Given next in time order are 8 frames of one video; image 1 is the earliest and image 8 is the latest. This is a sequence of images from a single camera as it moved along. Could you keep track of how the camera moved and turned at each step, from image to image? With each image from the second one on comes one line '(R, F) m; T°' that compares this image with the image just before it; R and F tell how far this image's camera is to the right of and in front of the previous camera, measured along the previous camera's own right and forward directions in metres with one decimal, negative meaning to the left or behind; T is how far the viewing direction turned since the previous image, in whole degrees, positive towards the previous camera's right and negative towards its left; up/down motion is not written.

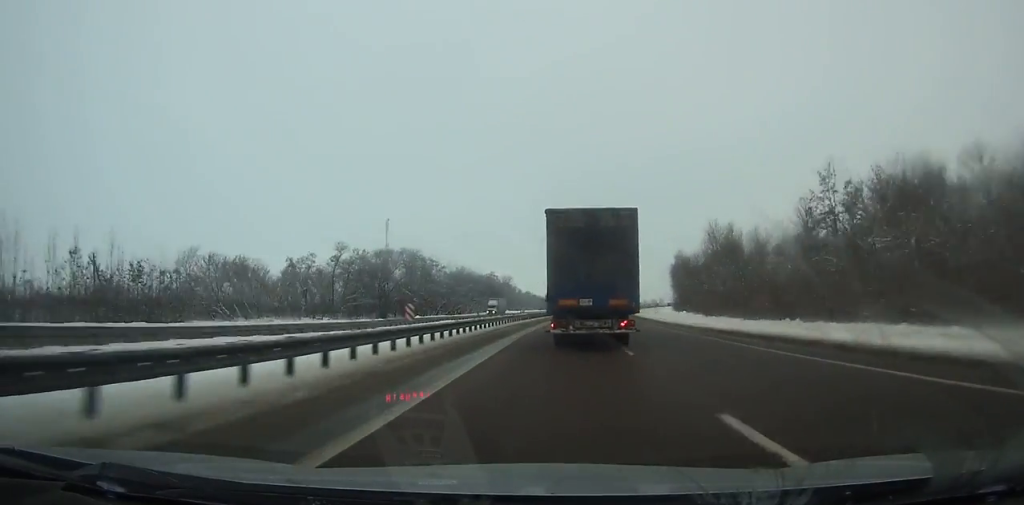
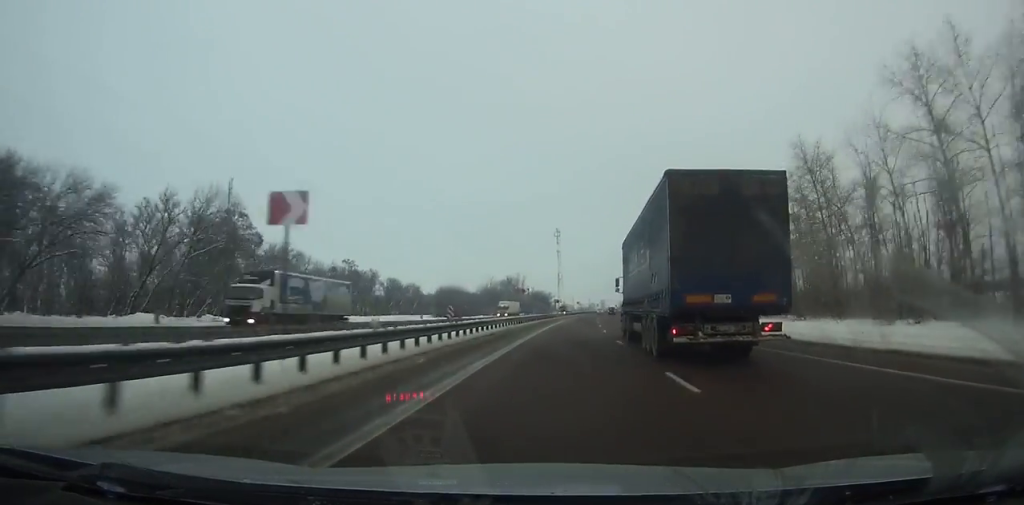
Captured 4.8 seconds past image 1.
(+8.1, +142.4) m; +7°
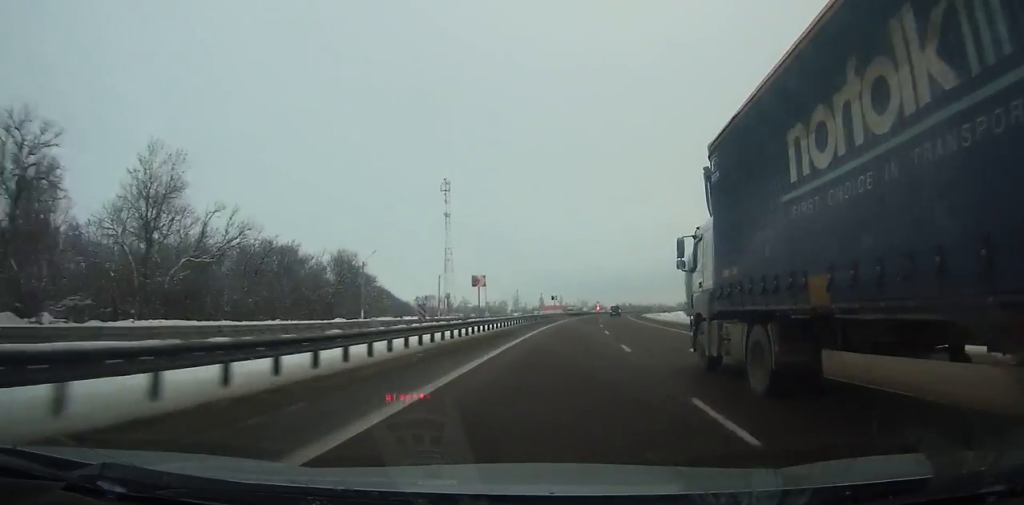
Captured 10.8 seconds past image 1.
(+13.9, +184.7) m; +9°
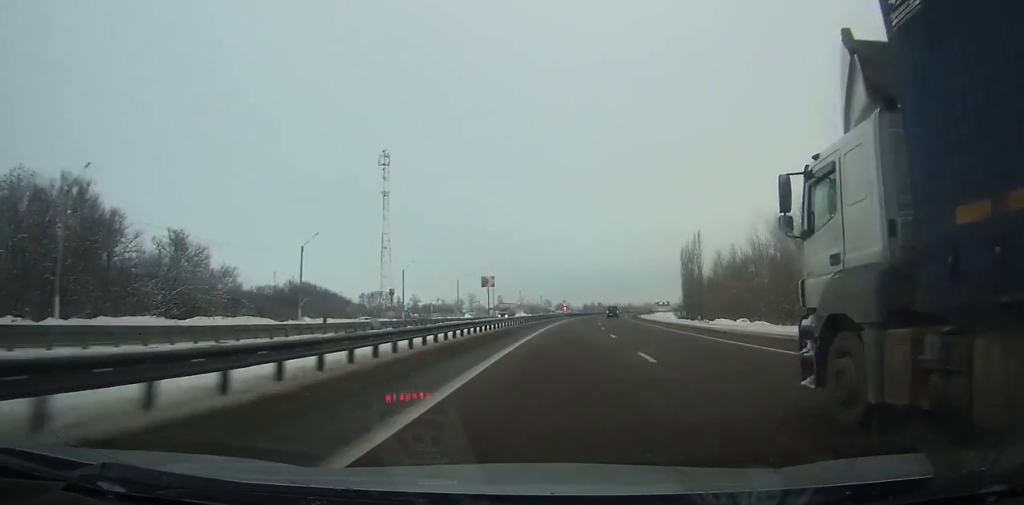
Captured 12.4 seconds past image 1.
(+1.6, +50.6) m; +3°
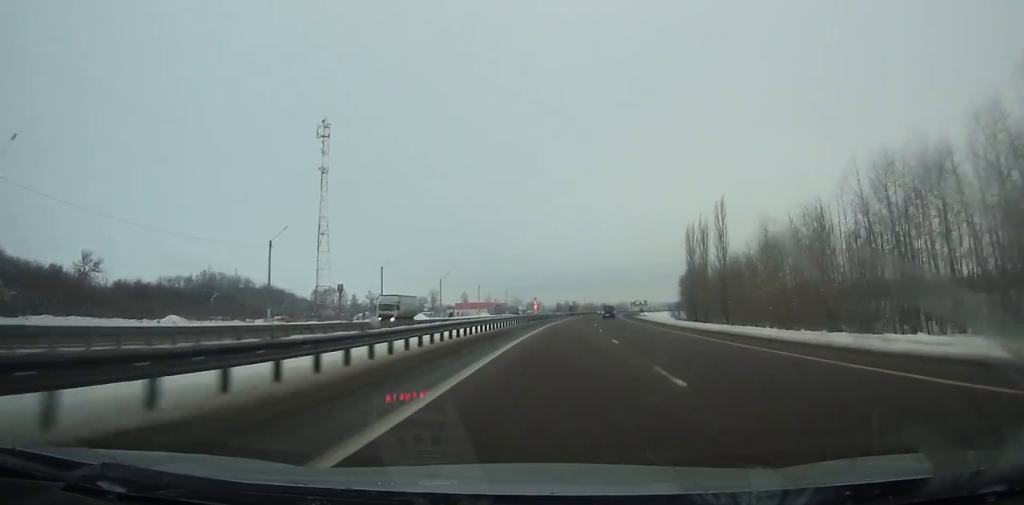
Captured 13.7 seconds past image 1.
(+0.7, +41.3) m; +2°
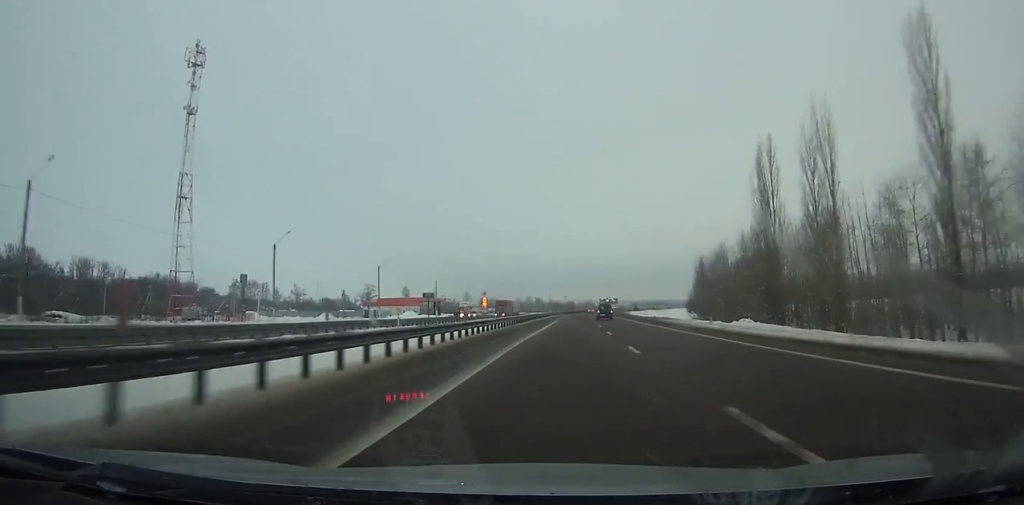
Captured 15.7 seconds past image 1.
(+2.1, +63.9) m; +3°
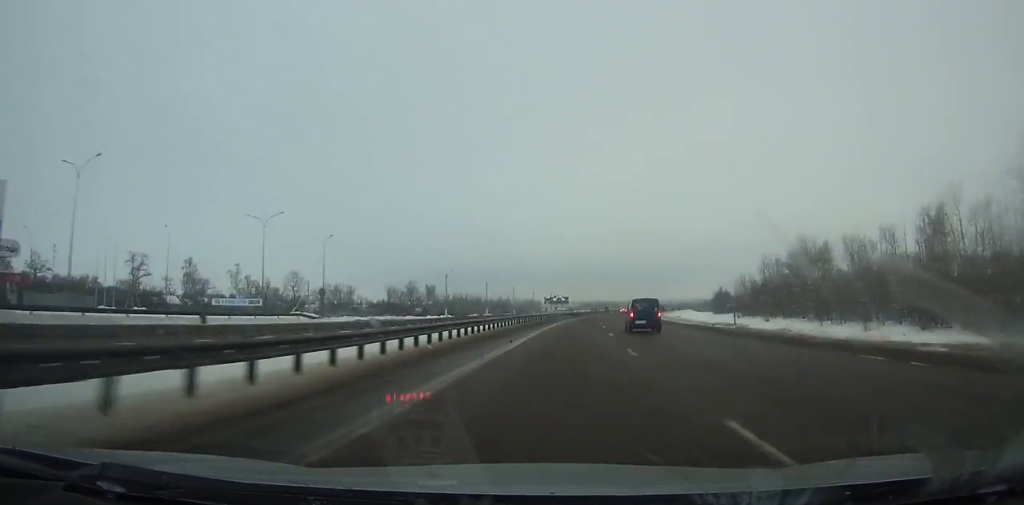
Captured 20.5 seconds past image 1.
(+8.2, +154.4) m; +7°
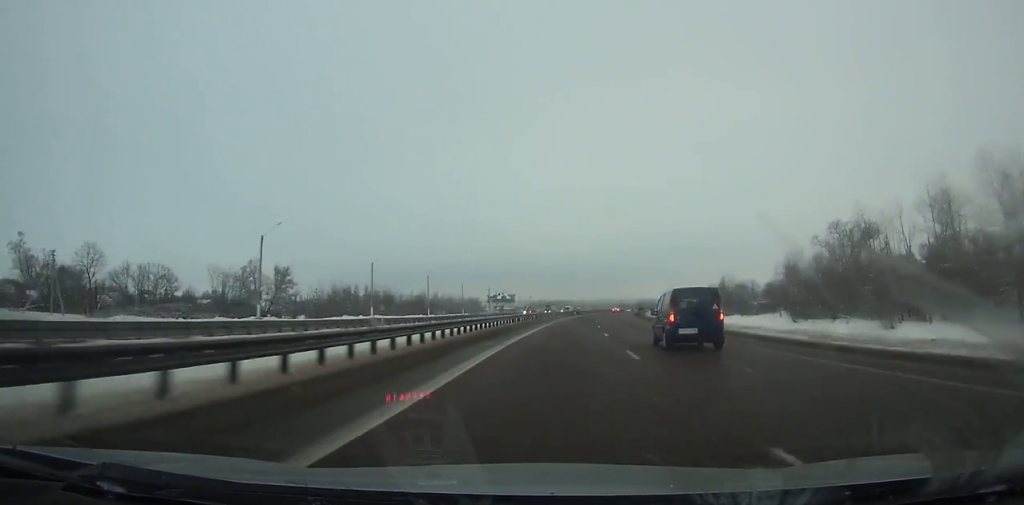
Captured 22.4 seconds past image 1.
(+0.8, +61.4) m; +4°
